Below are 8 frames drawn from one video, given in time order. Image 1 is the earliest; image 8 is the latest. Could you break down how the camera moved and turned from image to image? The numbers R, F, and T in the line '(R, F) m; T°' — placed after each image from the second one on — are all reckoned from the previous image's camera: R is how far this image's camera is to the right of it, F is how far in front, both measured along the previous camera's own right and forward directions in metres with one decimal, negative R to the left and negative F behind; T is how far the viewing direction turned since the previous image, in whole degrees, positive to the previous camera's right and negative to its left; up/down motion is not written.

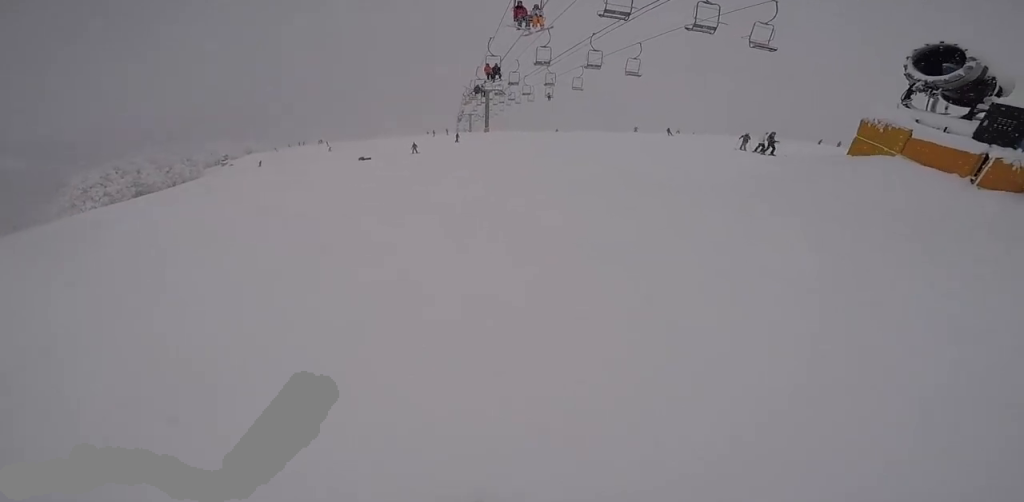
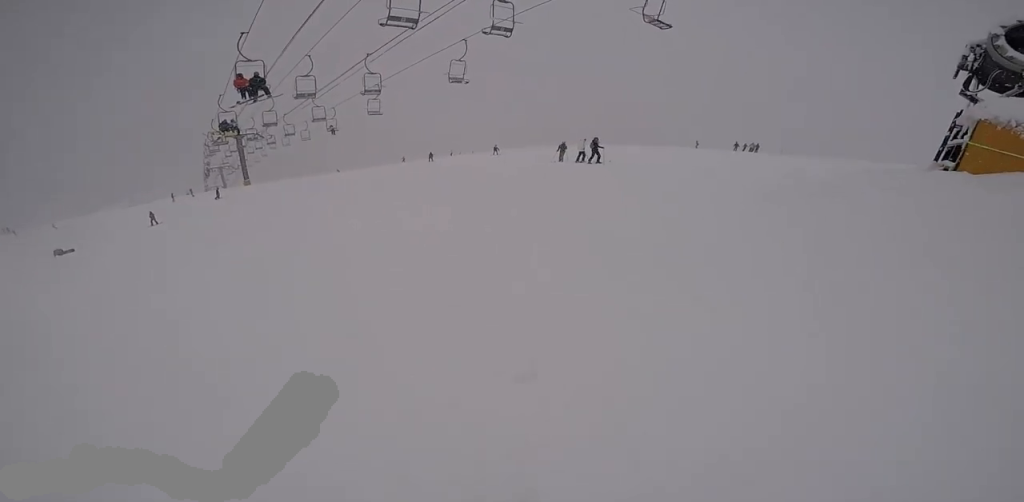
(+1.5, +5.1) m; +37°
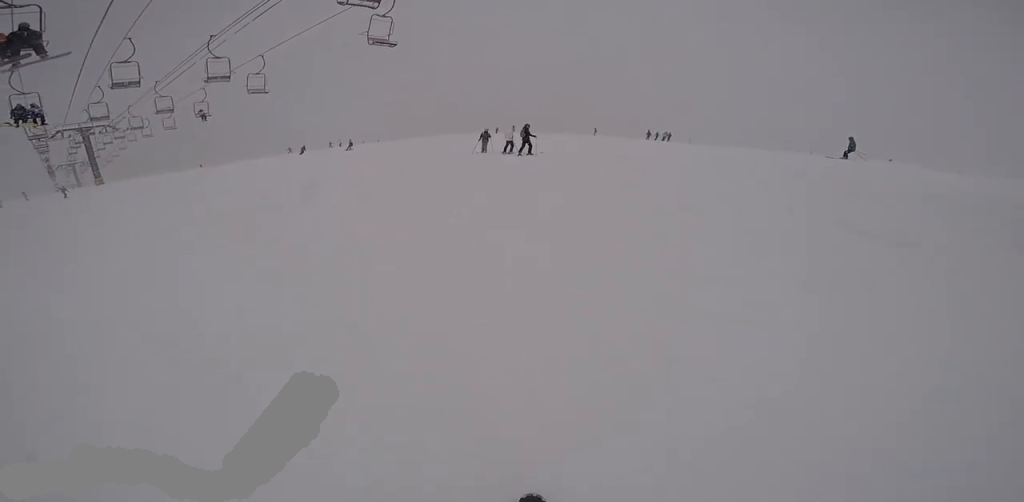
(+0.8, +3.6) m; -1°
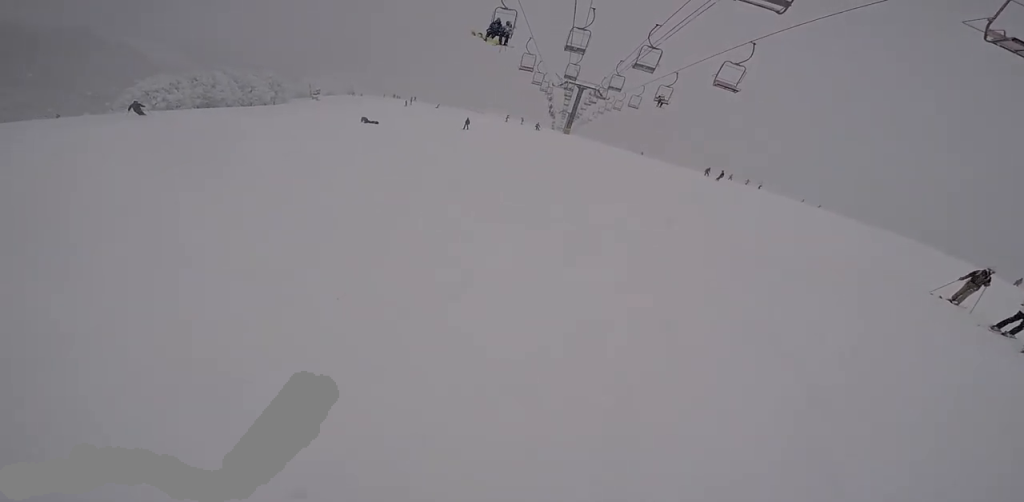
(-1.8, +4.7) m; -36°
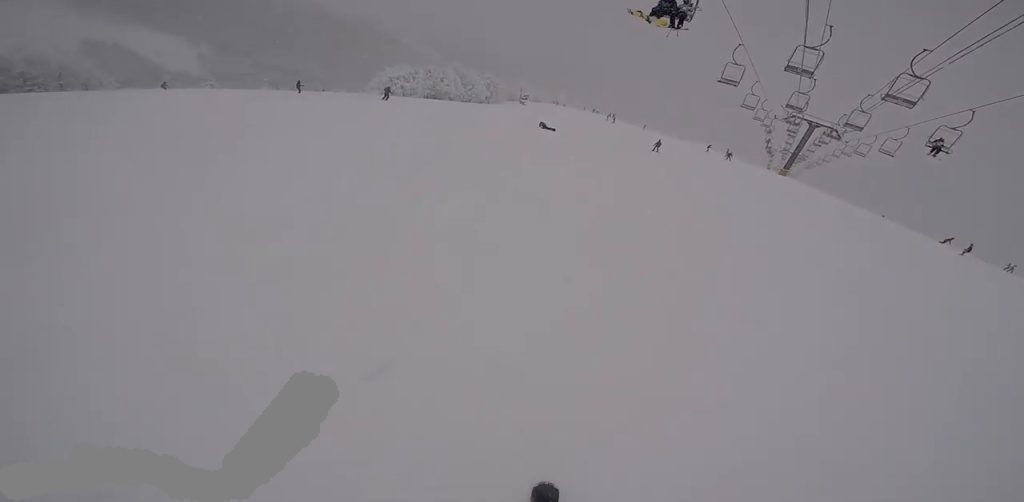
(-0.2, +3.4) m; -17°
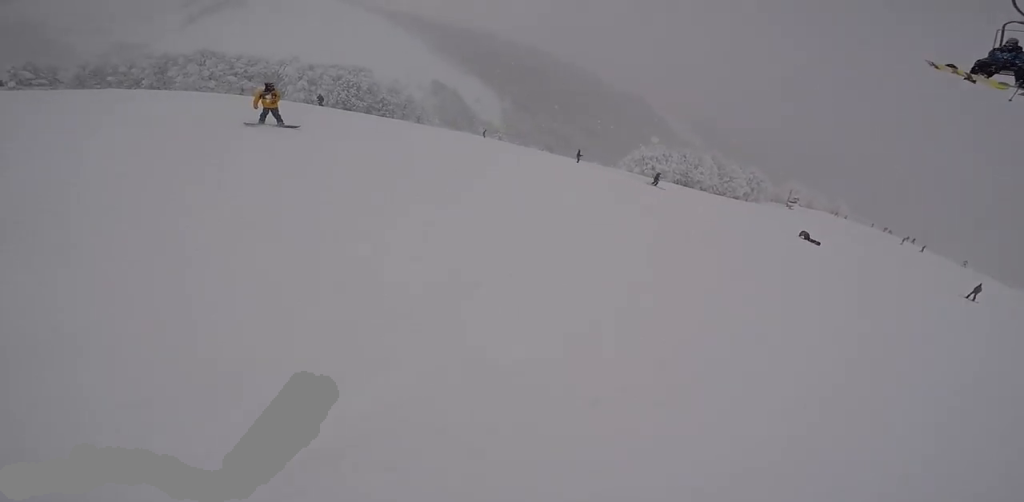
(-0.3, +2.2) m; -10°
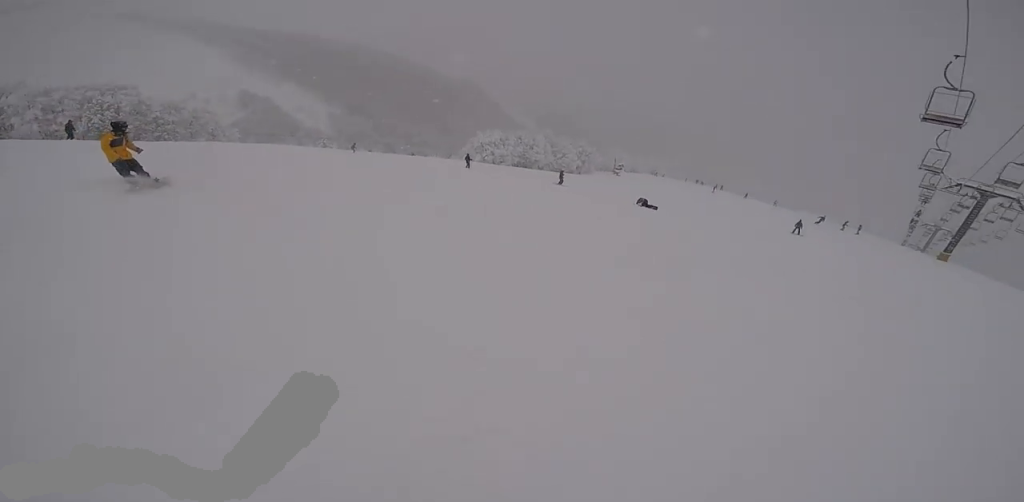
(-0.9, +4.3) m; -5°
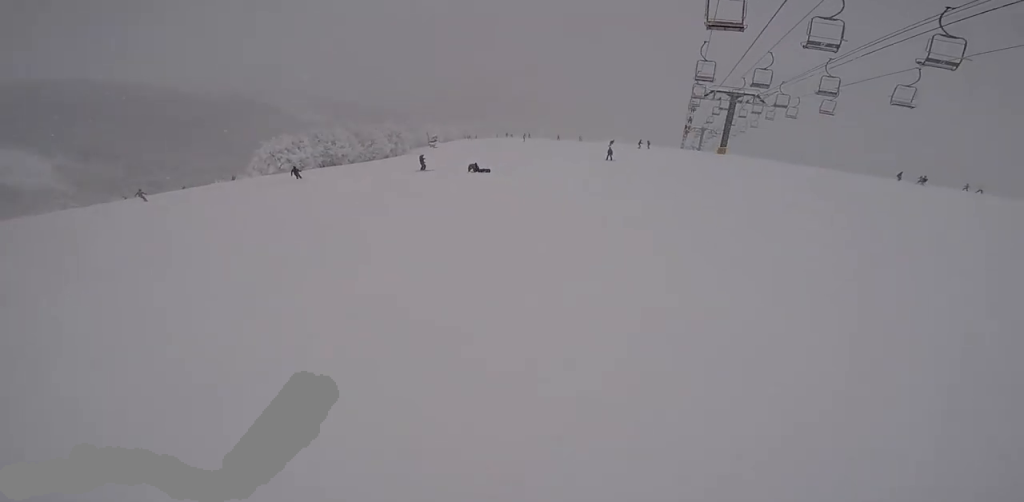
(-0.3, +2.4) m; +11°
